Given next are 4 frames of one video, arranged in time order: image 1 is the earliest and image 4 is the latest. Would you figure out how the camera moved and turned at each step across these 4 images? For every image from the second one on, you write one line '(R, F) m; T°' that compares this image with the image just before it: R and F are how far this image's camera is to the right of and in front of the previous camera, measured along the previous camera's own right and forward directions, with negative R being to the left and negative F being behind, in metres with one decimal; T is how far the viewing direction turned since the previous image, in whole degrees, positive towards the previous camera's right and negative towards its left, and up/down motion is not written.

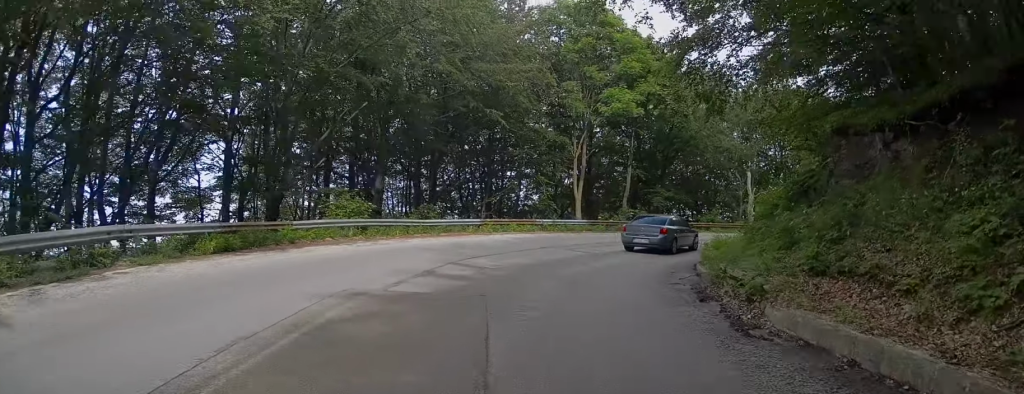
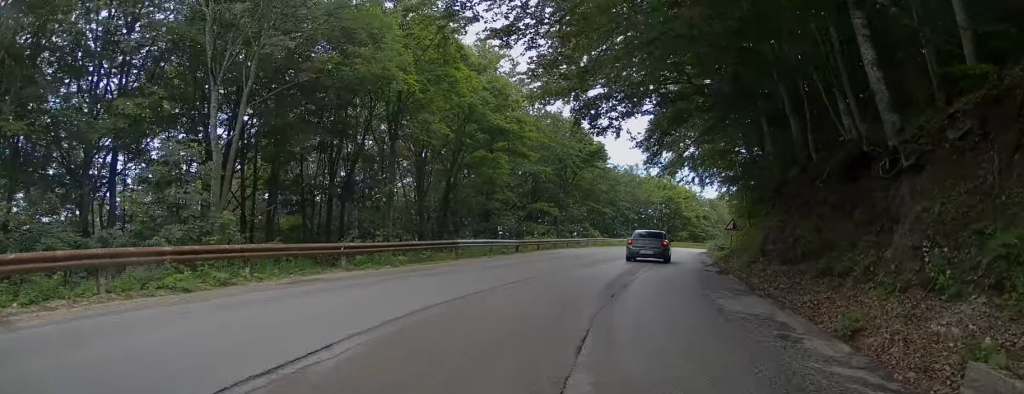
(+17.2, +38.9) m; +51°
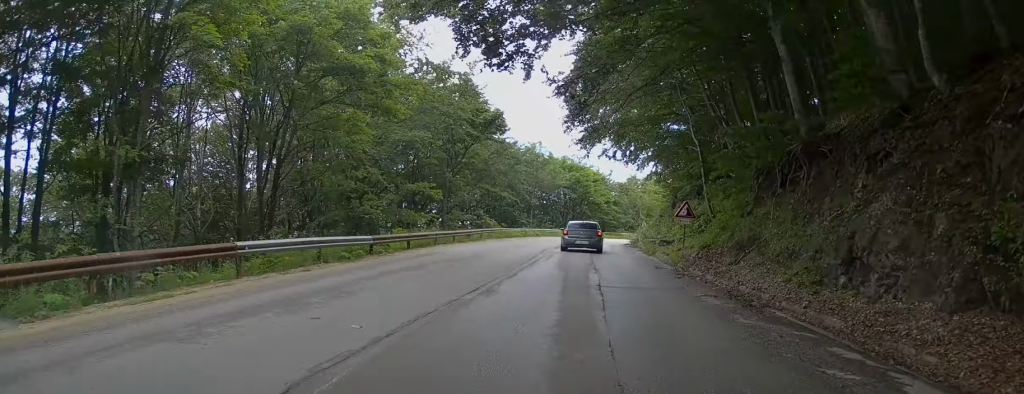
(+1.1, +11.0) m; +8°
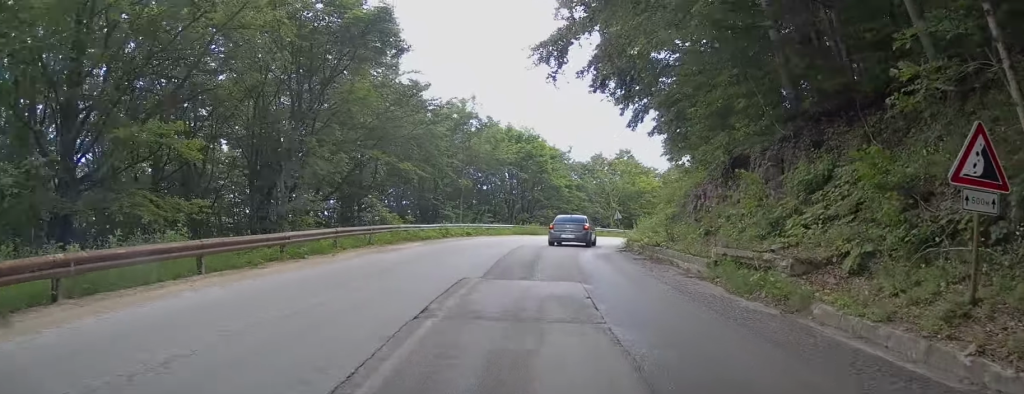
(+1.3, +20.4) m; +8°
